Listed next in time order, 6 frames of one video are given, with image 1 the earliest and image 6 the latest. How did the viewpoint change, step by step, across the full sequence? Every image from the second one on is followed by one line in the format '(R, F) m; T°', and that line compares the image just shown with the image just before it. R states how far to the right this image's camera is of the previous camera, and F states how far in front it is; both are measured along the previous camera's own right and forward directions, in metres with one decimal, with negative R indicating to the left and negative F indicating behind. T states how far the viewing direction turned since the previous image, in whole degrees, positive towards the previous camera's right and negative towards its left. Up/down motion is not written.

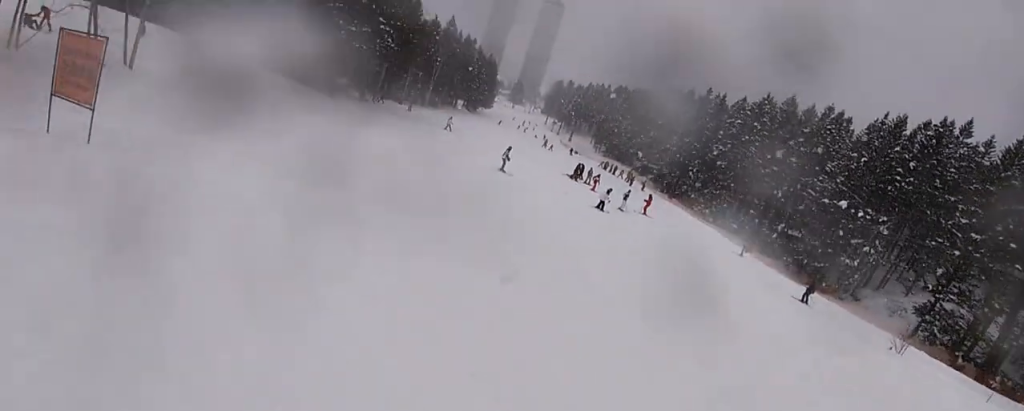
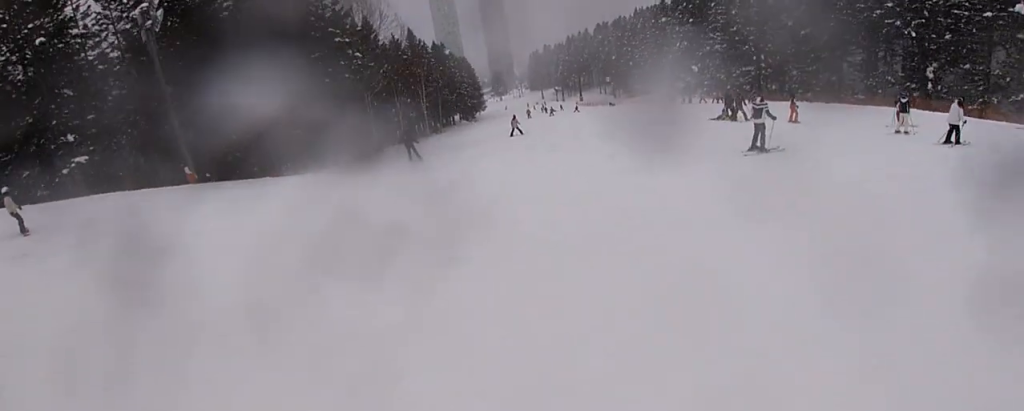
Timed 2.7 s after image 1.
(-2.7, +19.8) m; +9°
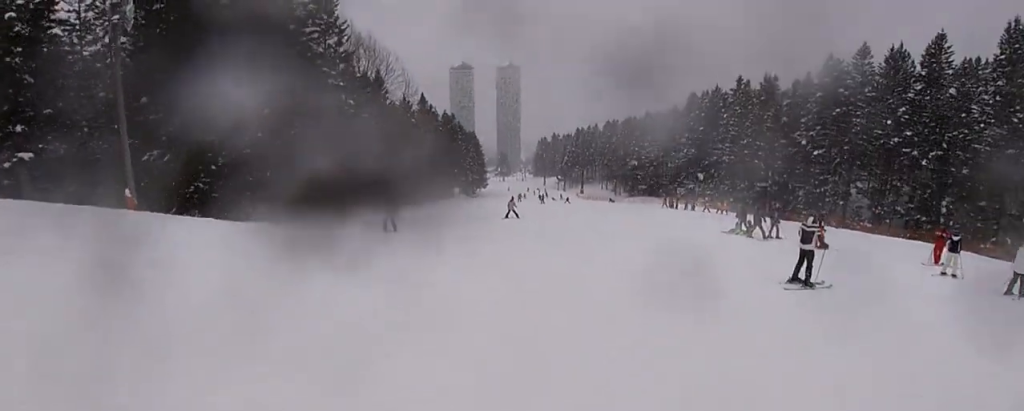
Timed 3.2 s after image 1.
(+1.0, +3.4) m; +1°
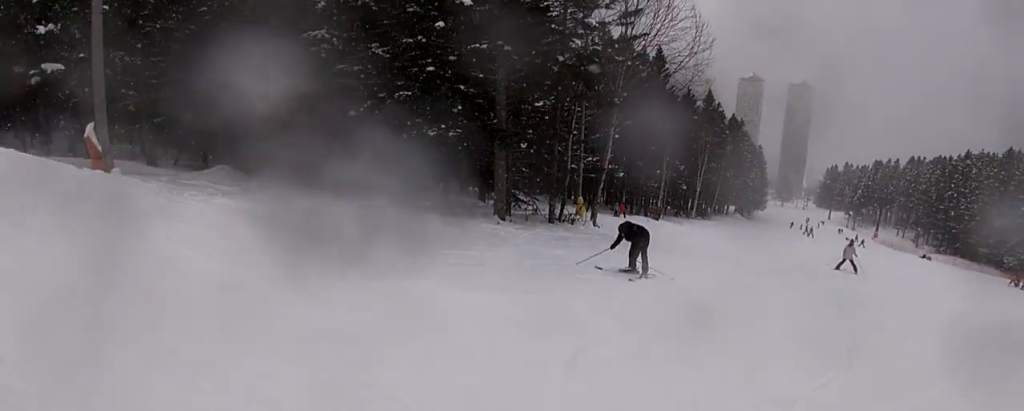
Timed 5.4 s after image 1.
(-4.5, +12.6) m; -31°
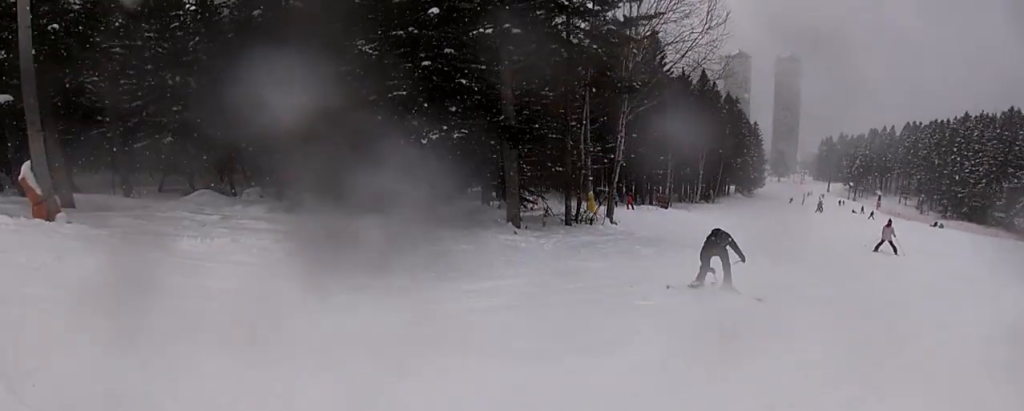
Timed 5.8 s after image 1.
(-0.2, +2.5) m; +1°
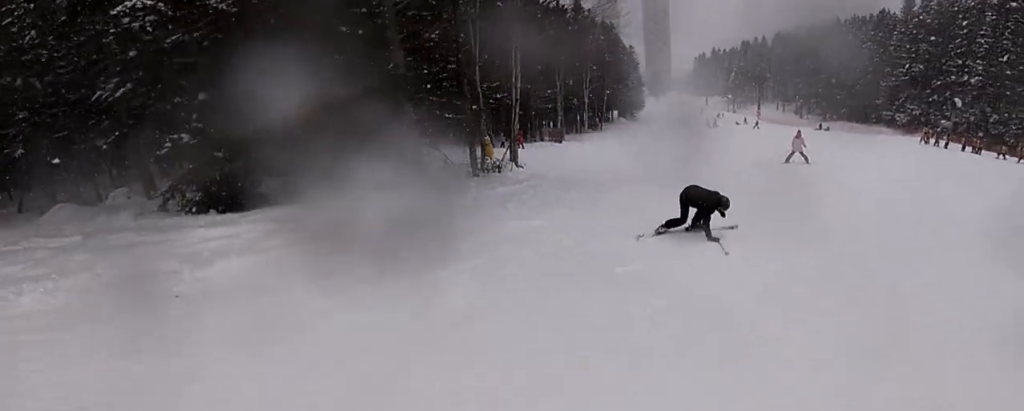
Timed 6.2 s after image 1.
(-0.2, +2.3) m; +1°
